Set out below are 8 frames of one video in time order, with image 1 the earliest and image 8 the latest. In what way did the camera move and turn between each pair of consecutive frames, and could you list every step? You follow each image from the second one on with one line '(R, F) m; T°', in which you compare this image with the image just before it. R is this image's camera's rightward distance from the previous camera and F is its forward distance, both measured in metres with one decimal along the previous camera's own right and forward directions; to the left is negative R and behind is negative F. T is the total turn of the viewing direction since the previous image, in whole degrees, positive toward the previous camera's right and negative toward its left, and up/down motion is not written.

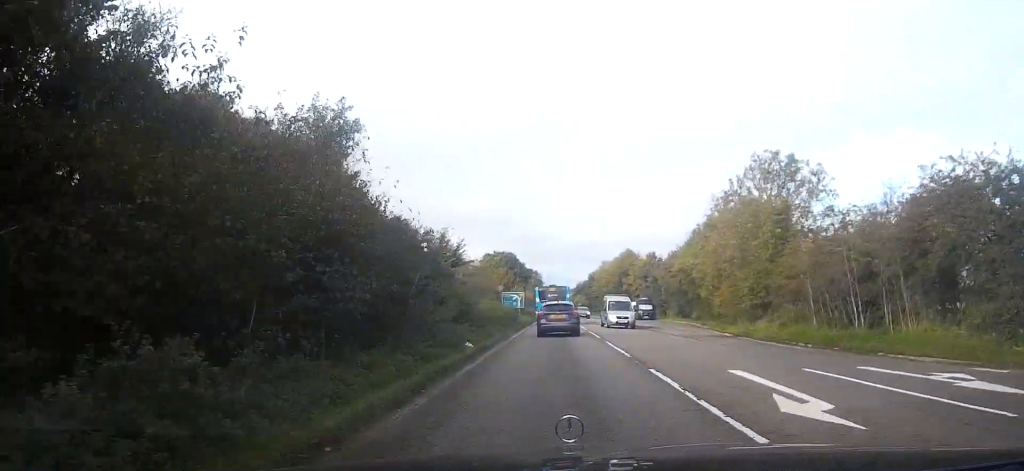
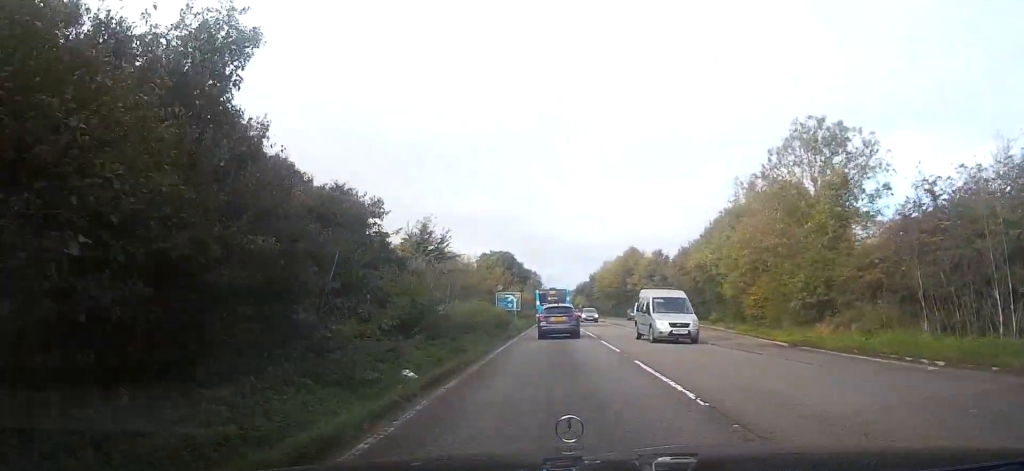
(0.0, +7.0) m; 0°
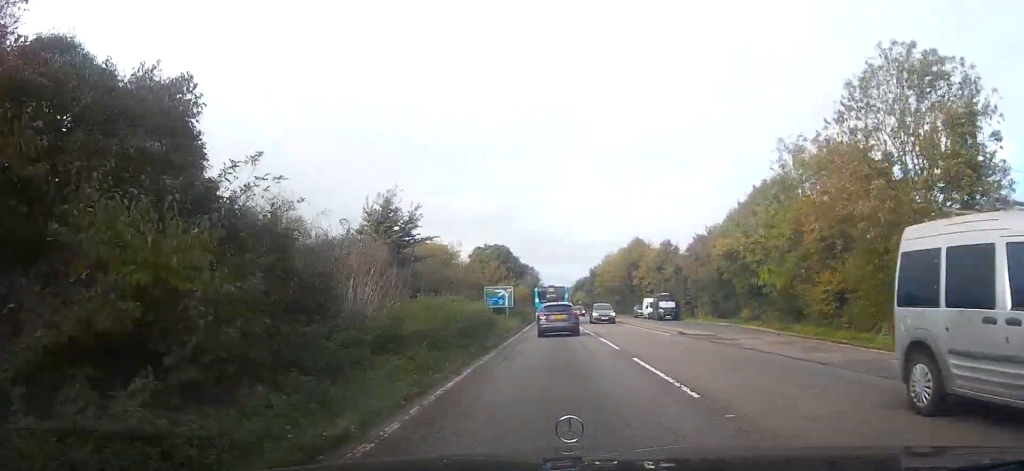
(0.0, +9.1) m; 0°
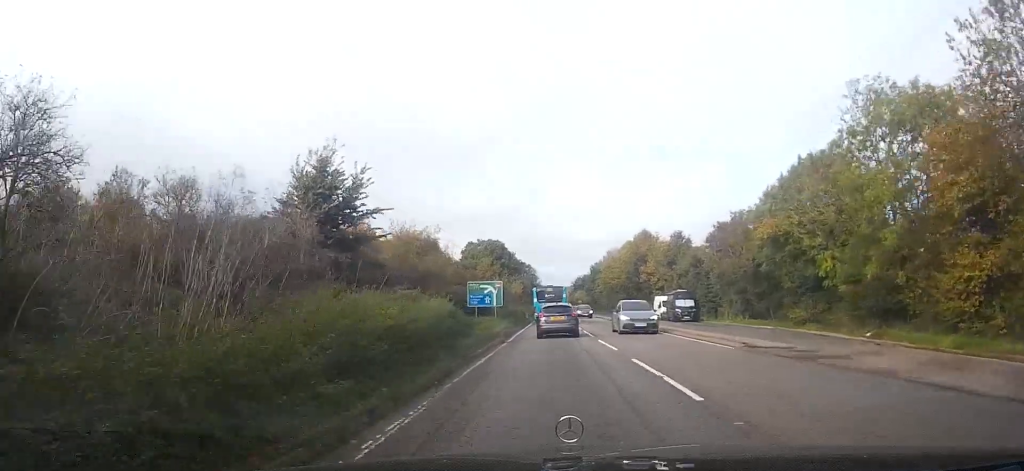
(0.0, +9.5) m; 0°
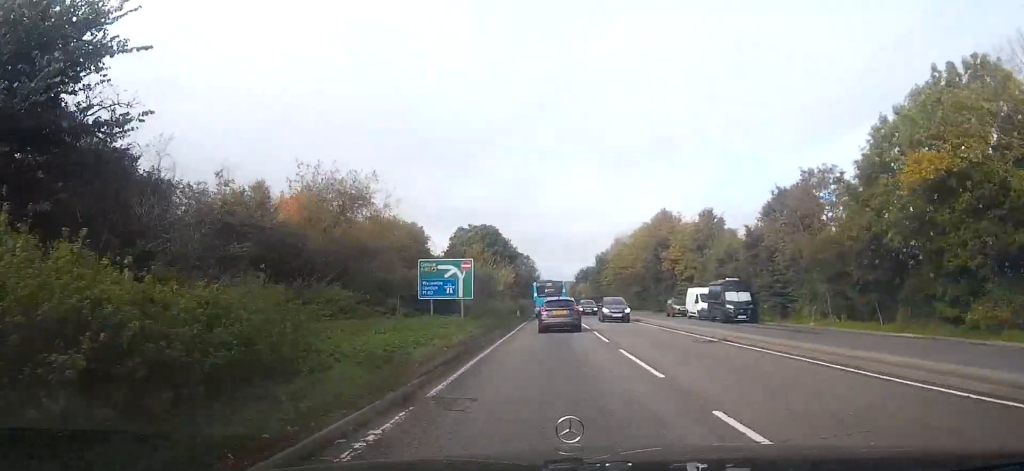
(0.0, +16.0) m; 0°
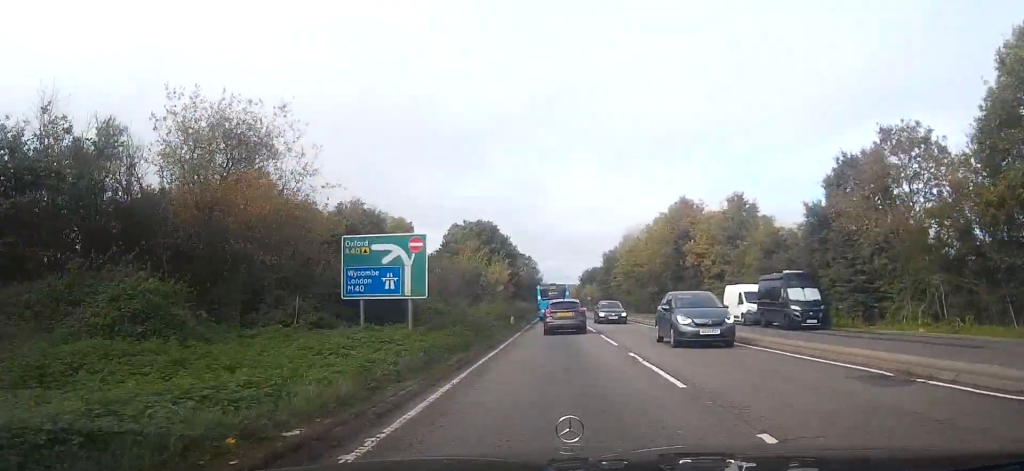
(0.0, +10.5) m; 0°
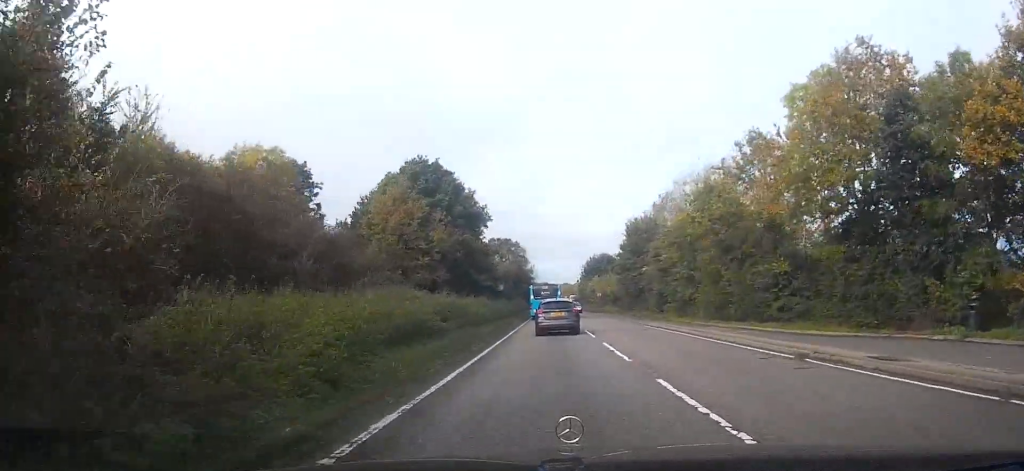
(+0.2, +41.4) m; +1°
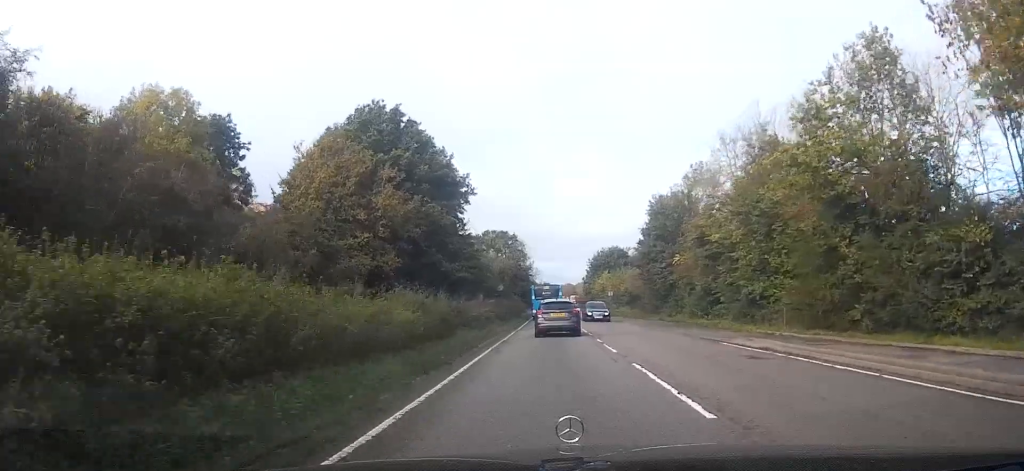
(0.0, +15.7) m; 0°
